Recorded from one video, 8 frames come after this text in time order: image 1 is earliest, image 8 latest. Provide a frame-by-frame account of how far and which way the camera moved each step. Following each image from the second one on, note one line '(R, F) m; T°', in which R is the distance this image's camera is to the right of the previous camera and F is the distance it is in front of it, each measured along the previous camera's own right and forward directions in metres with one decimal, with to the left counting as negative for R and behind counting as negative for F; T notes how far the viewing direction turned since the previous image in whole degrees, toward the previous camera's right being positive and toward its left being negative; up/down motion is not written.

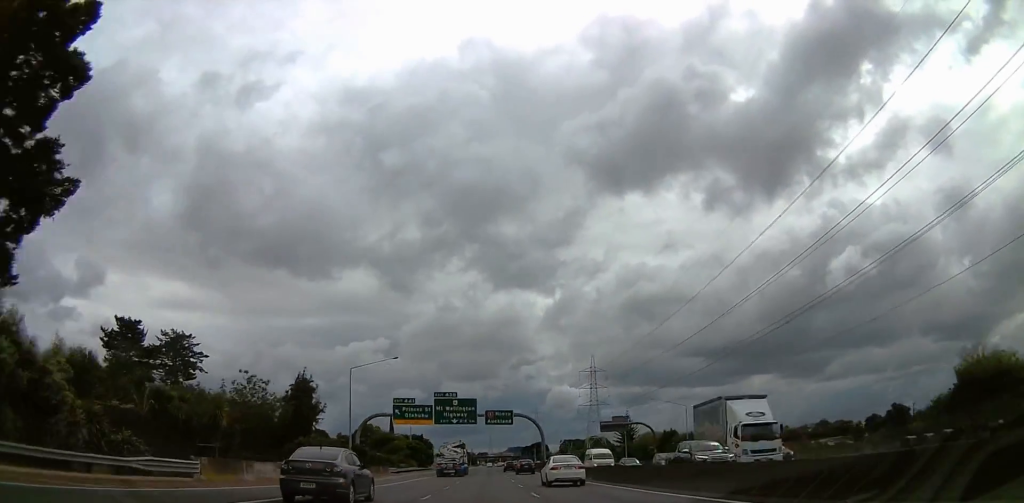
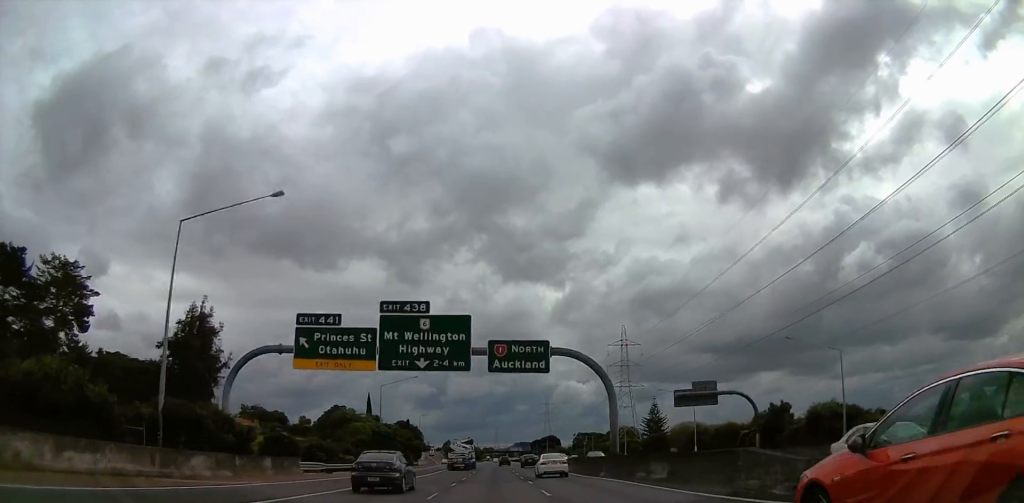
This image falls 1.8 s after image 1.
(+1.0, +42.1) m; +1°
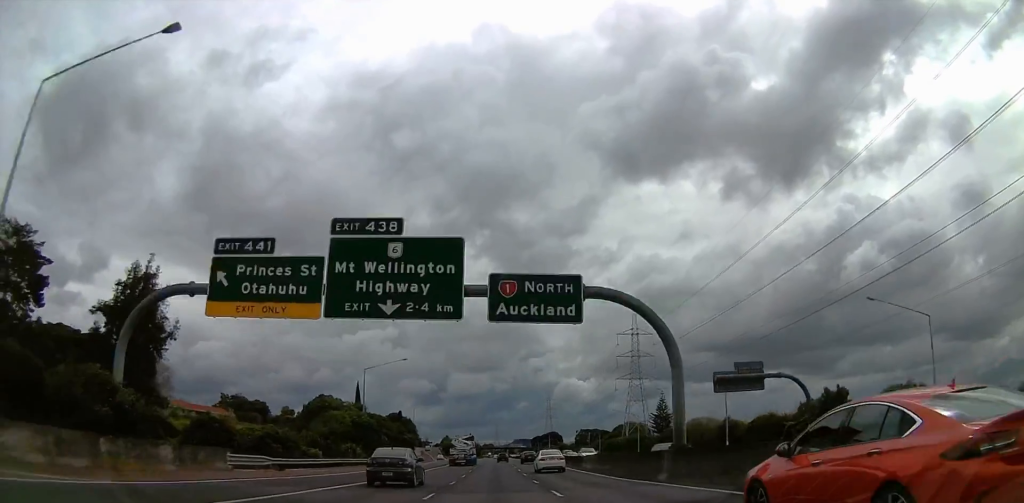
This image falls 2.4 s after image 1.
(+0.4, +11.9) m; -1°
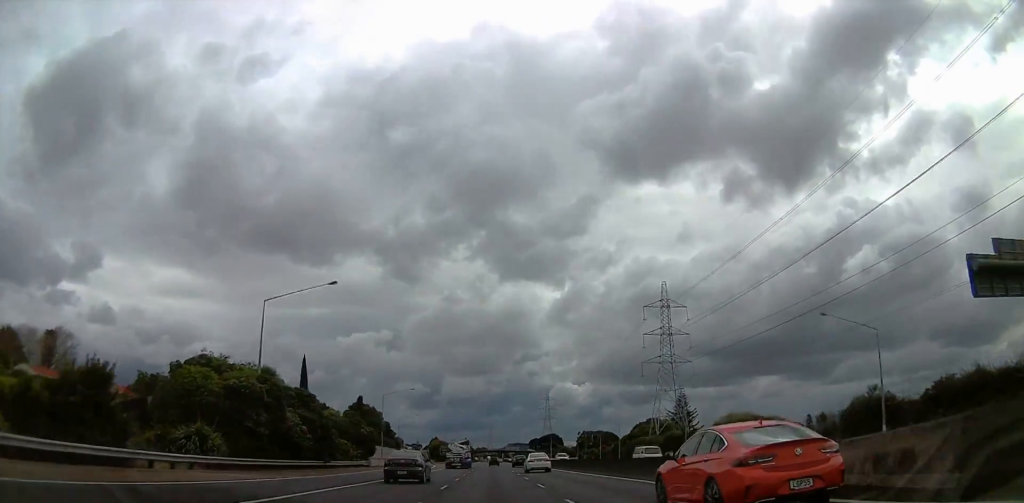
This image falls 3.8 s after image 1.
(-1.6, +34.2) m; -1°
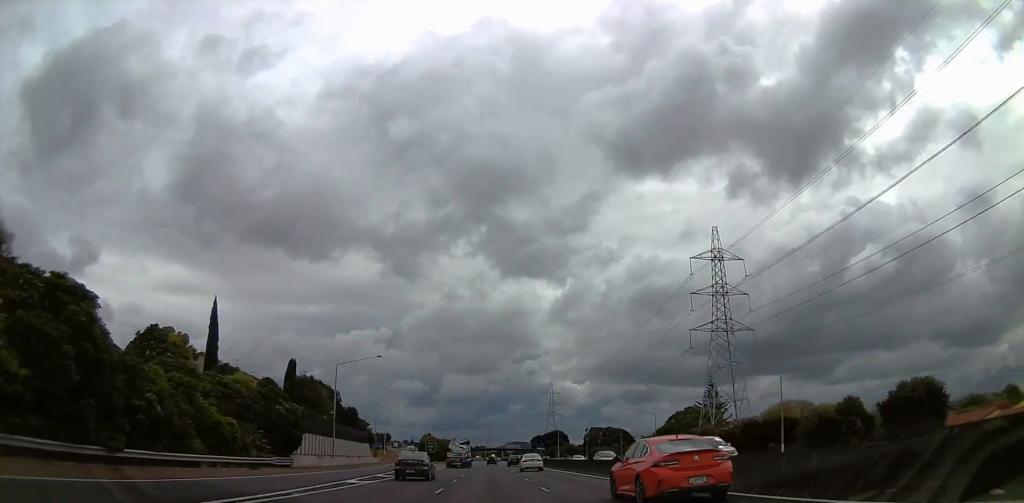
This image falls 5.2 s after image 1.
(+1.1, +31.7) m; +3°
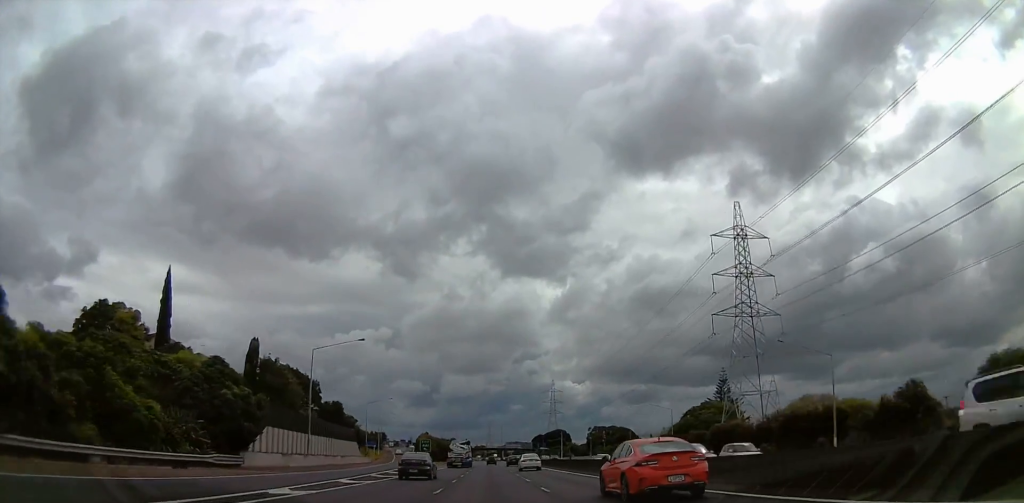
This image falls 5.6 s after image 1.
(0.0, +10.4) m; 0°
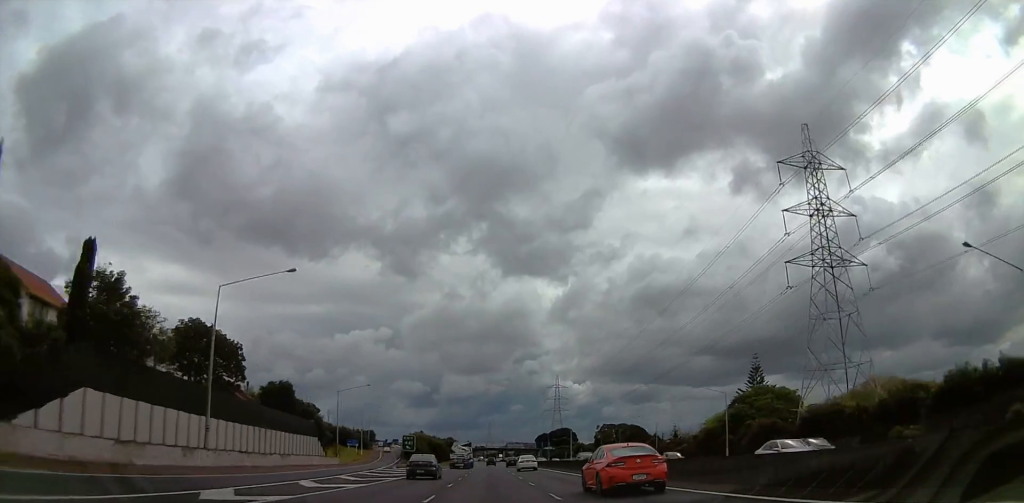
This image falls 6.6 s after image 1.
(-0.3, +23.9) m; -1°
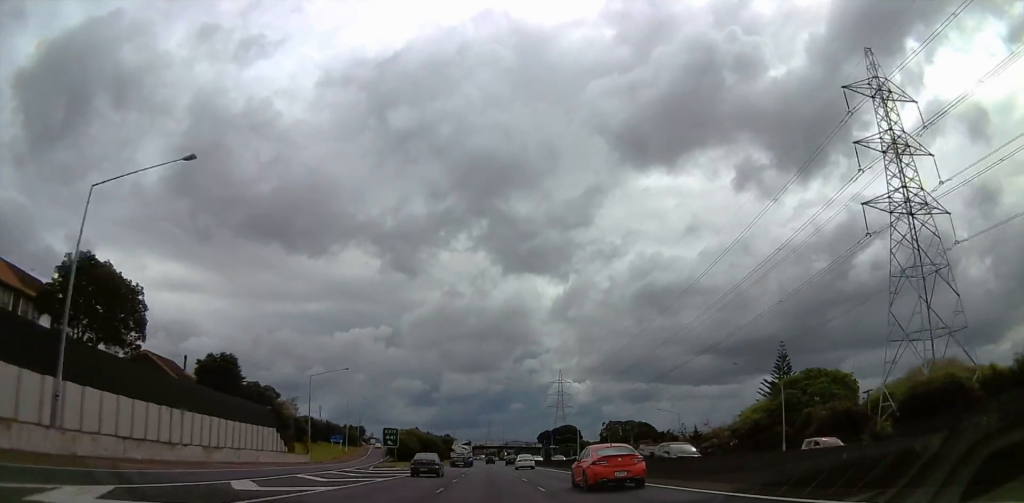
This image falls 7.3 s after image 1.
(+0.2, +16.3) m; -1°
